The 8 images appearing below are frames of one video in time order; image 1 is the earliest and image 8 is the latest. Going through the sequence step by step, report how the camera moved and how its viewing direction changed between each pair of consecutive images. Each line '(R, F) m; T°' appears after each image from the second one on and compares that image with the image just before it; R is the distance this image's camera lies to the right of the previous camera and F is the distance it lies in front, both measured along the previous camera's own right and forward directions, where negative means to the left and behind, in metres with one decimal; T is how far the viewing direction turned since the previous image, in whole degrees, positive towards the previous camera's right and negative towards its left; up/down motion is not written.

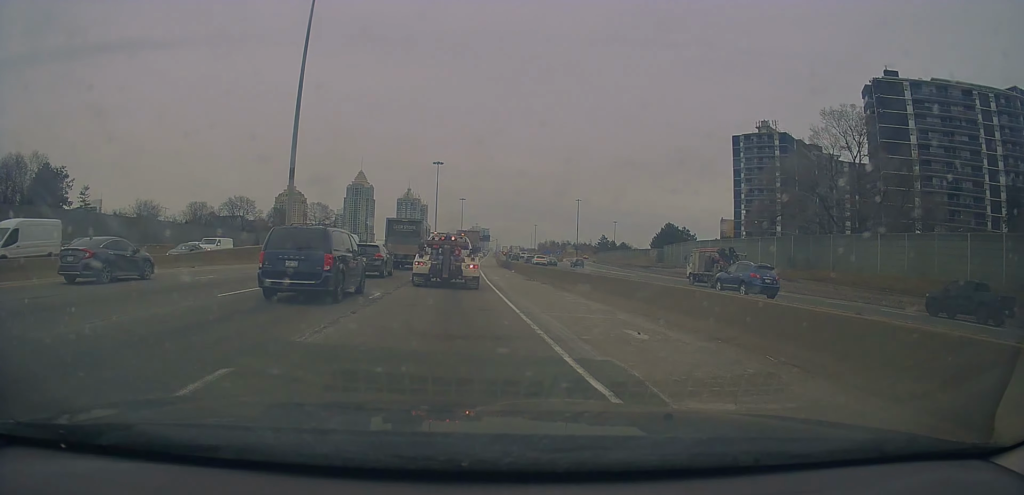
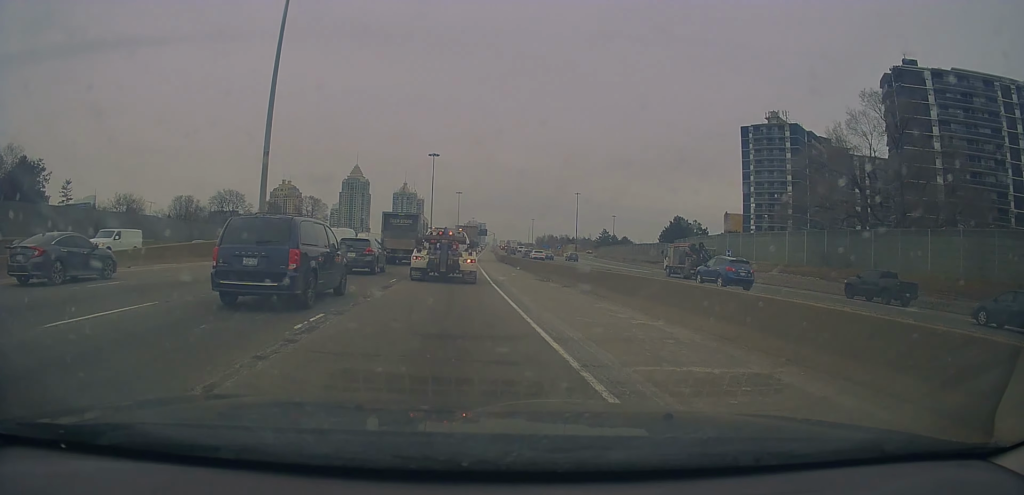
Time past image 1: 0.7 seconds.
(0.0, +6.2) m; +1°
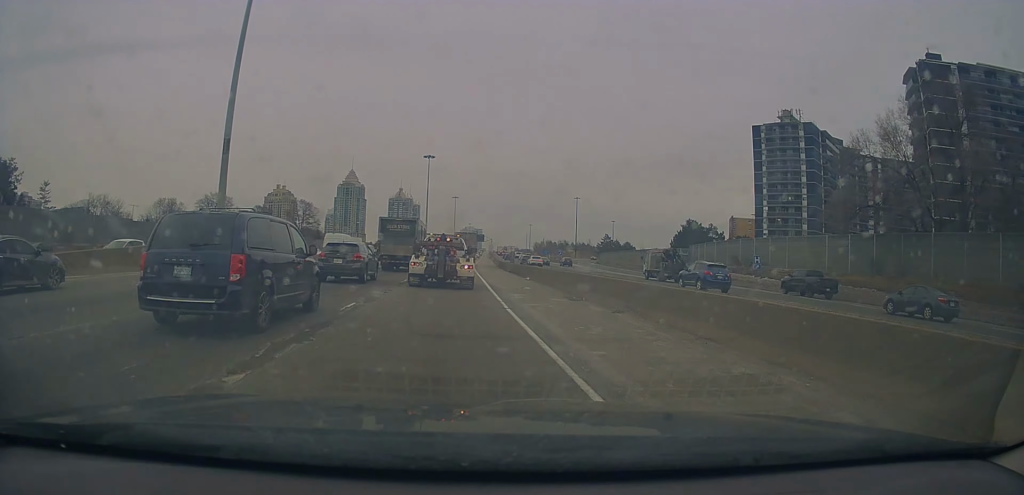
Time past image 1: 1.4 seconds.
(-0.2, +7.5) m; +2°
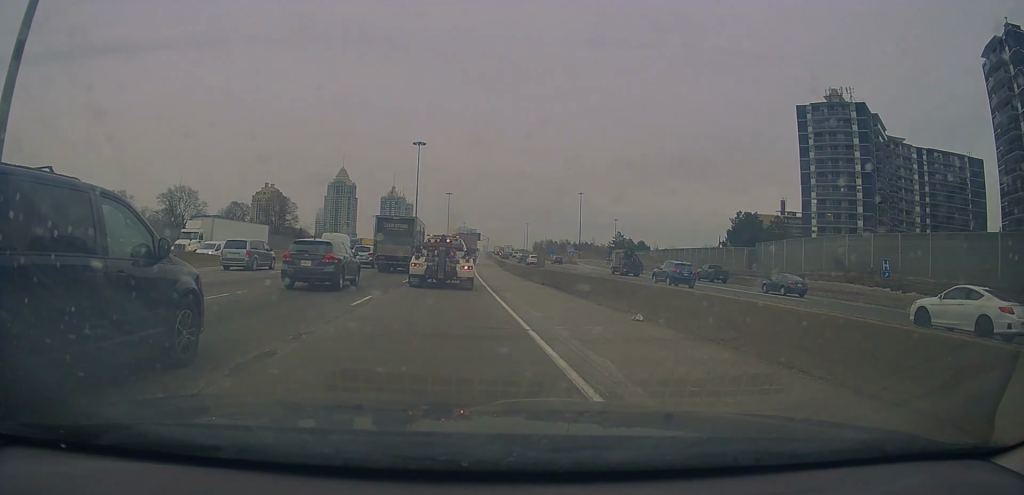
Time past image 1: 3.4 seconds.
(+1.2, +22.1) m; +2°
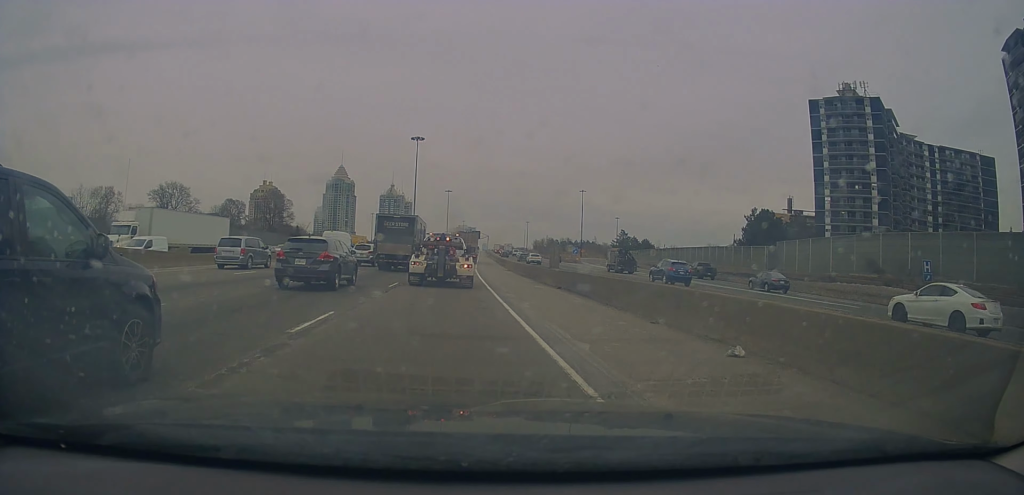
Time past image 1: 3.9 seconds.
(0.0, +5.4) m; 0°
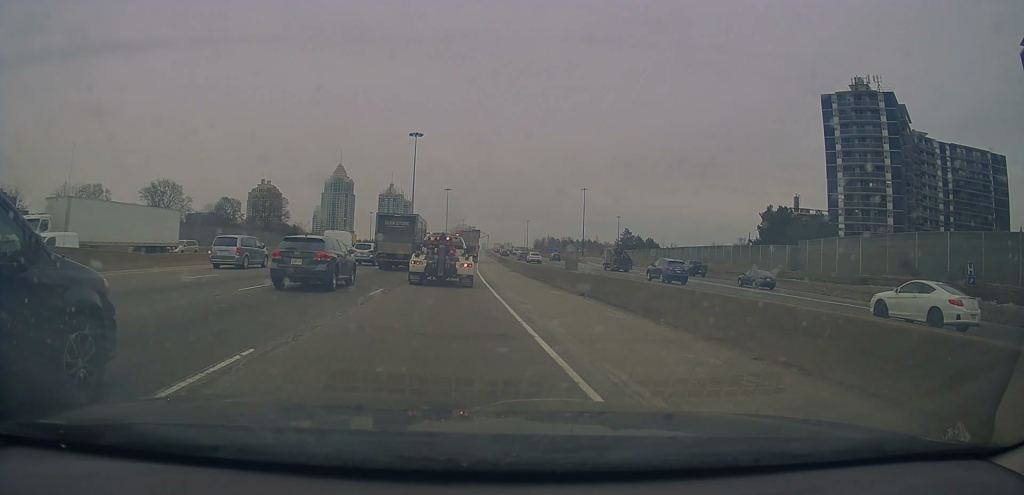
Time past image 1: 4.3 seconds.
(+0.1, +4.8) m; 0°
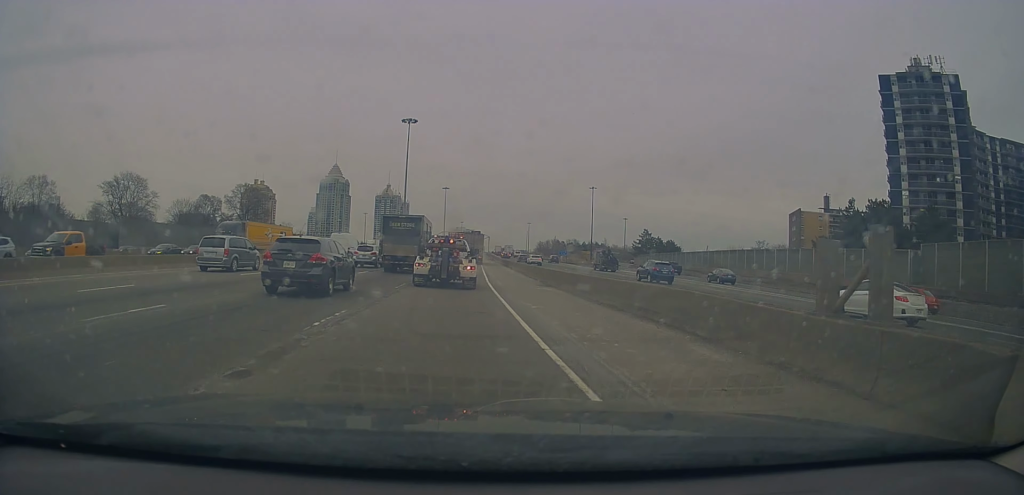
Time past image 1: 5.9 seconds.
(+0.3, +21.3) m; +3°
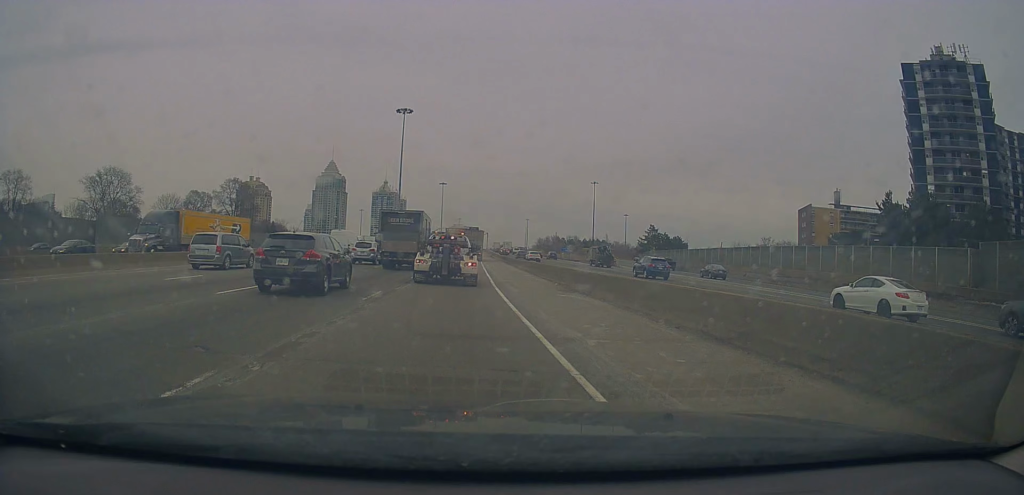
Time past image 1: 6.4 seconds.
(+0.1, +7.3) m; +1°
